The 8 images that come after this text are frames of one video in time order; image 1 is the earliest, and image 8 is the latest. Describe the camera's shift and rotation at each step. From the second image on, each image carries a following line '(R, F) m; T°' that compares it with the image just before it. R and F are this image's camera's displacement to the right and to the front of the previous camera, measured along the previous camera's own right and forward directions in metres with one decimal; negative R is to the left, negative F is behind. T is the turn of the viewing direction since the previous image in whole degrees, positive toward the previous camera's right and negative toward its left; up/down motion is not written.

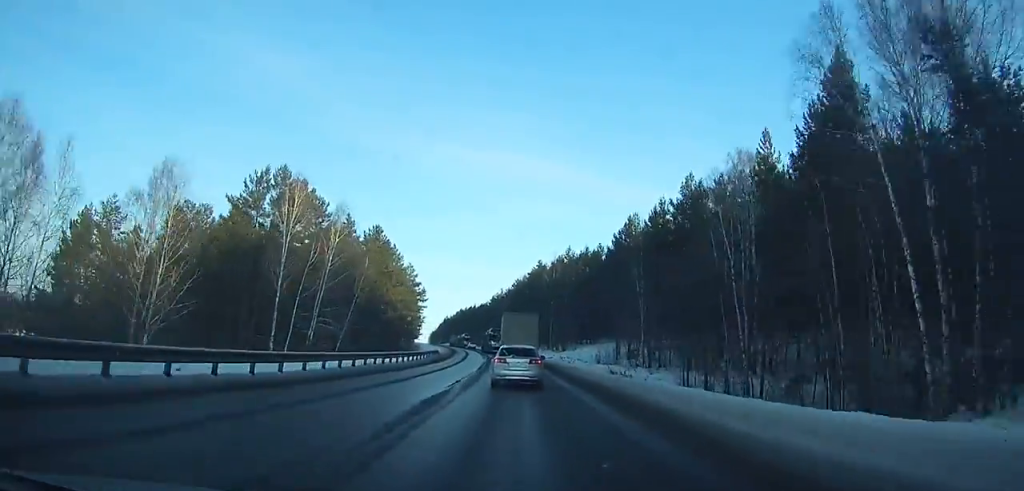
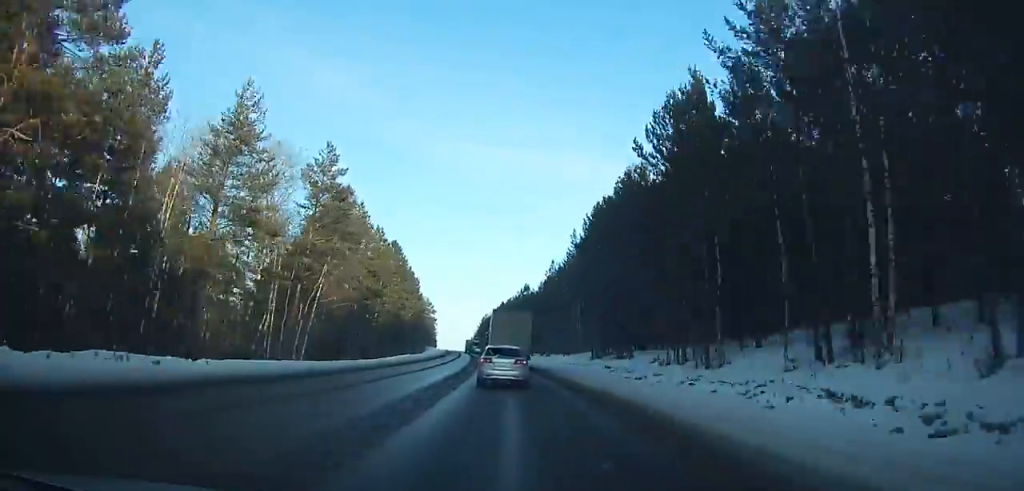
(-4.0, +86.5) m; -5°
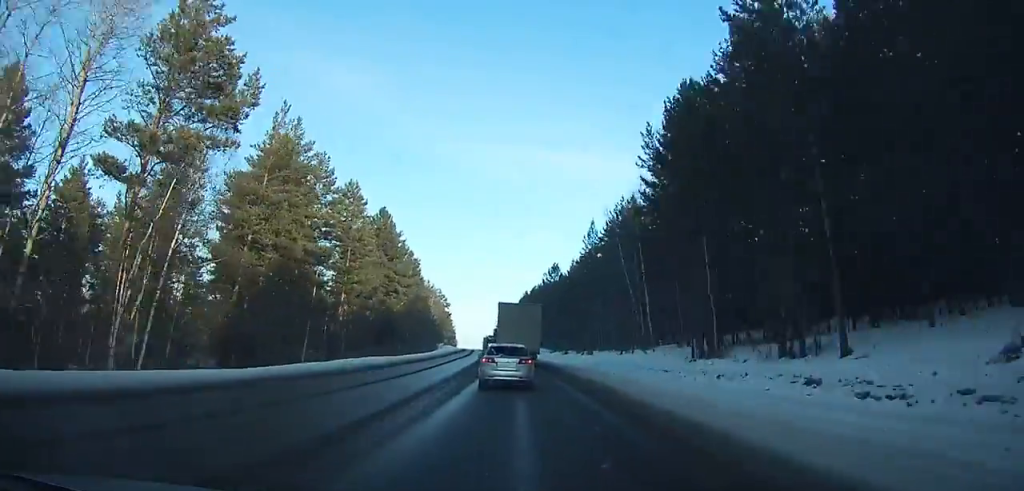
(0.0, +25.0) m; -1°
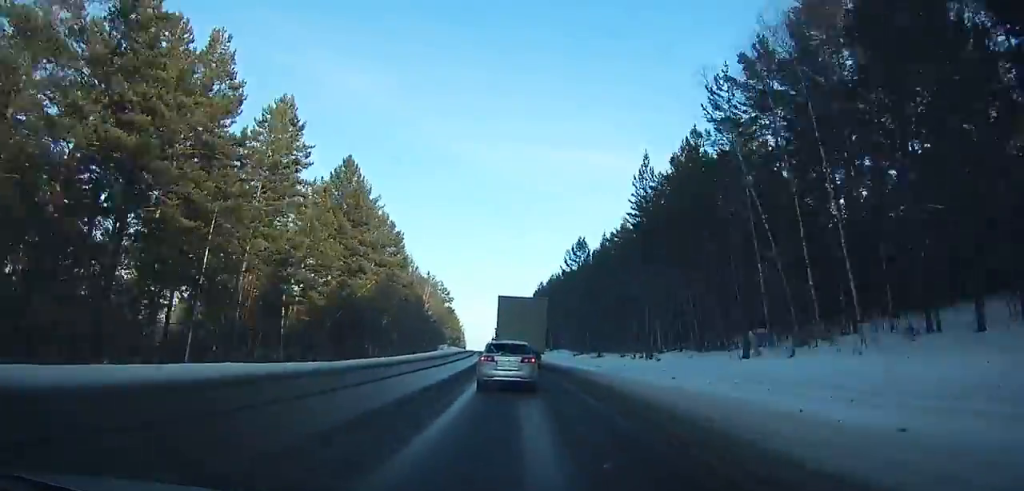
(+0.1, +23.0) m; -1°
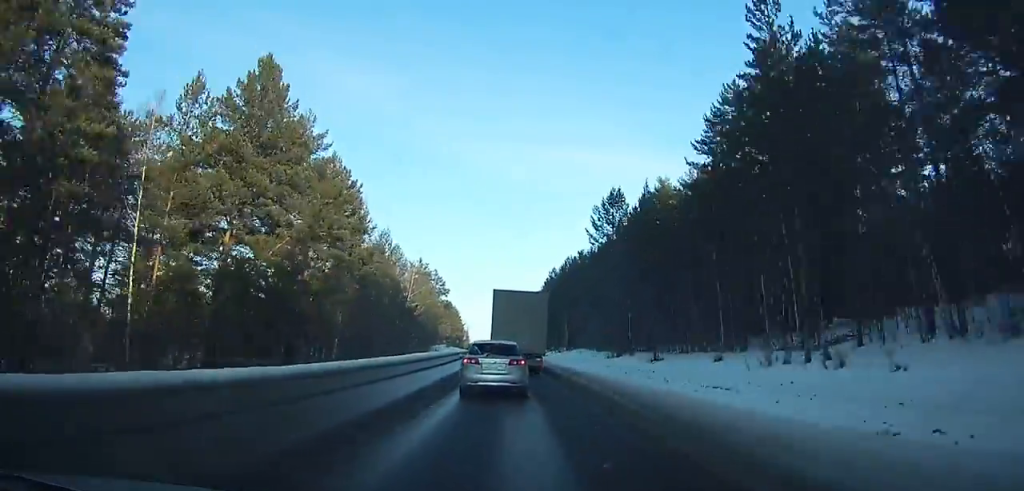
(-0.4, +21.6) m; -1°
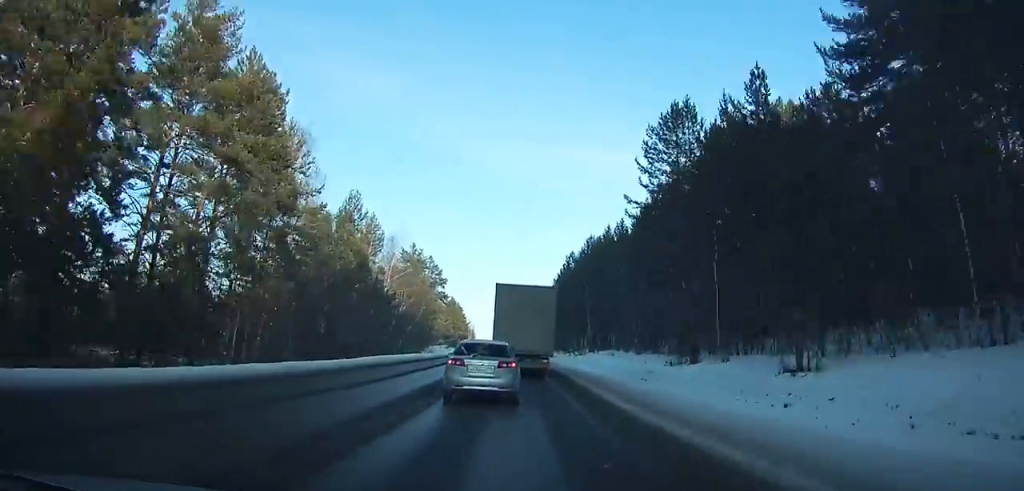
(-0.1, +19.9) m; -1°
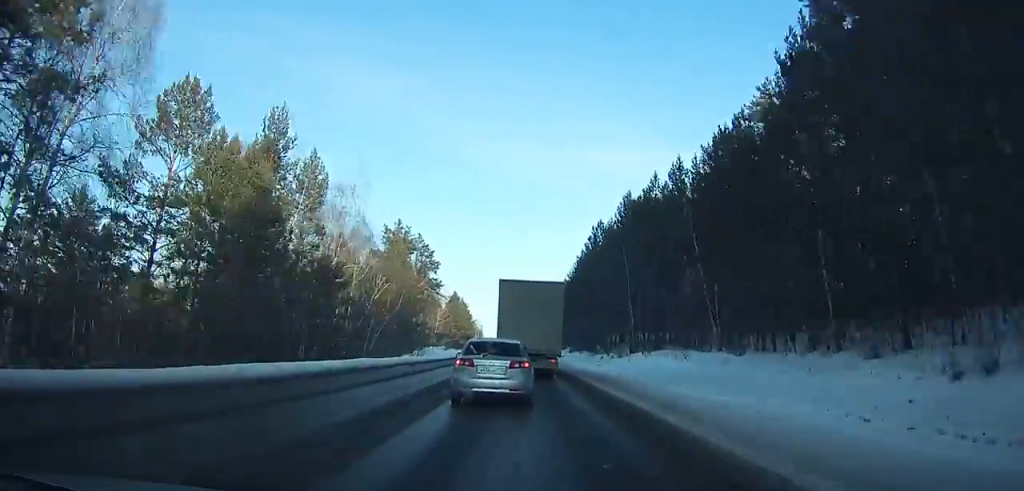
(-0.4, +22.4) m; -1°
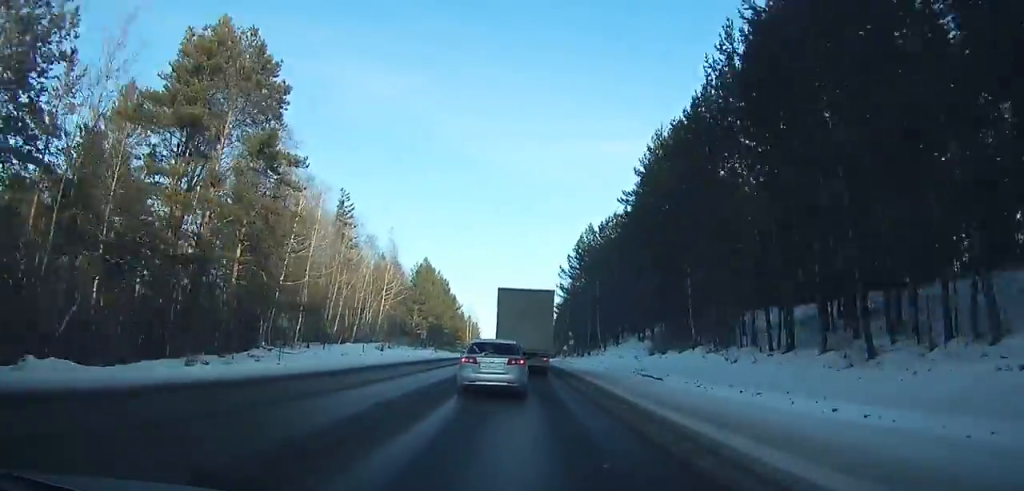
(-1.3, +61.5) m; -3°
